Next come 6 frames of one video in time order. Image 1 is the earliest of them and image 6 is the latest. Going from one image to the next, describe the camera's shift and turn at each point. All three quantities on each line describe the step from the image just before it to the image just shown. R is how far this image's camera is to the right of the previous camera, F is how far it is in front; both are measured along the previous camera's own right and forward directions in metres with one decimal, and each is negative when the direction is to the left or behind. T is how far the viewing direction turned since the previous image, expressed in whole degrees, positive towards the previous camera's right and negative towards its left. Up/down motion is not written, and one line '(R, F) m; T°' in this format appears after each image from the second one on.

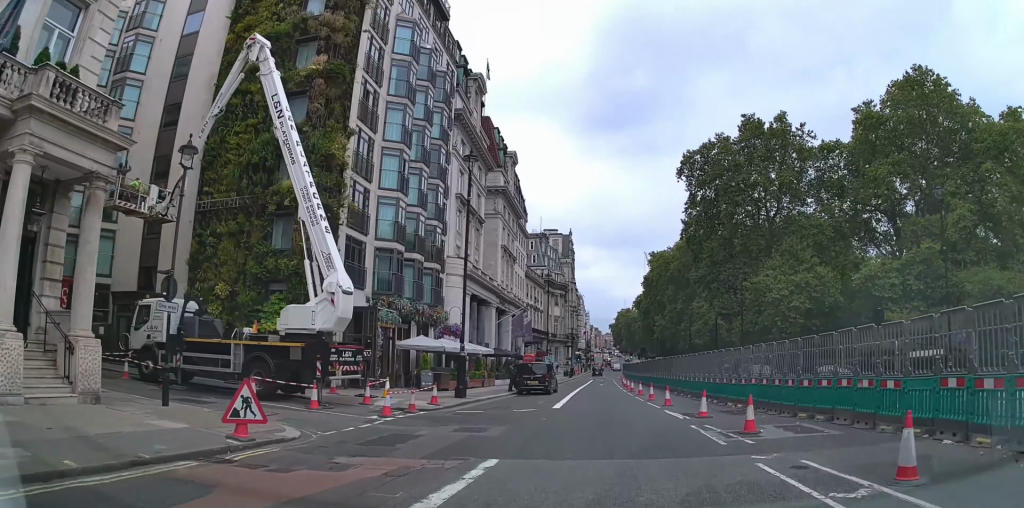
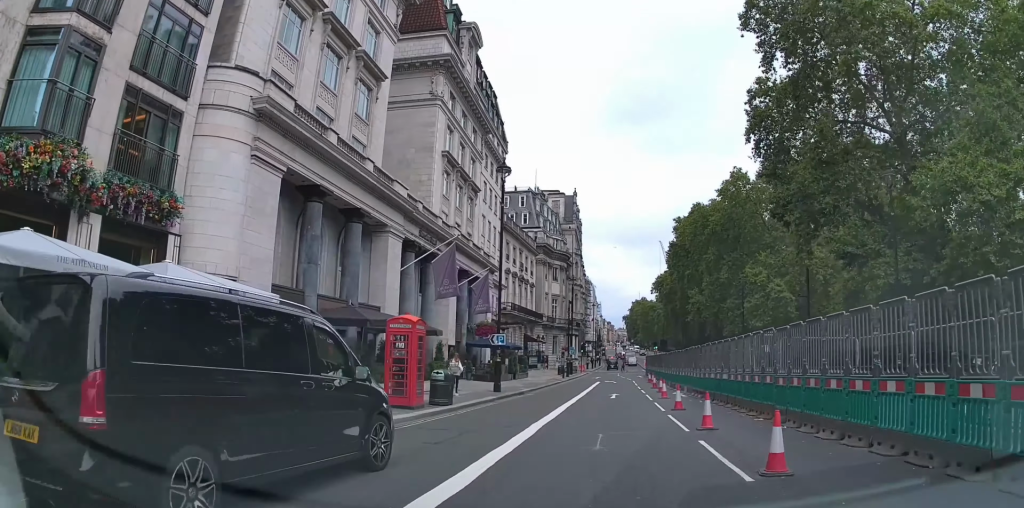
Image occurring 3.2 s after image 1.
(-0.4, +30.7) m; -1°
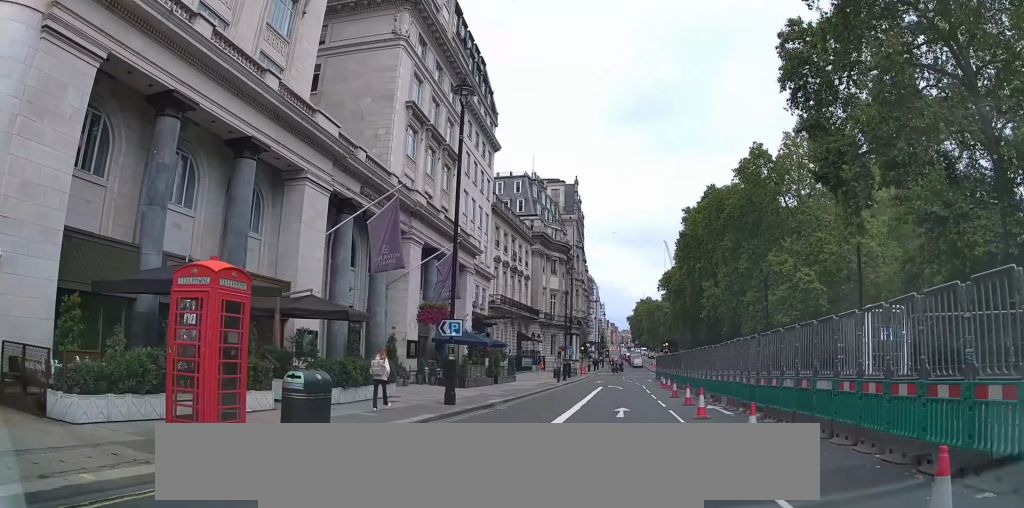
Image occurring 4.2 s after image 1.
(+0.1, +8.7) m; 0°
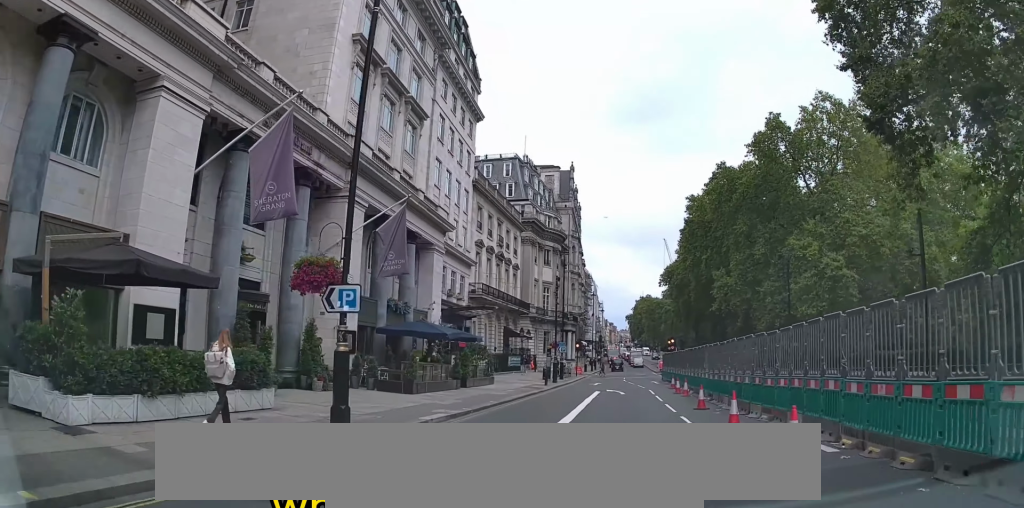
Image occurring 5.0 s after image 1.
(-0.2, +7.6) m; 0°
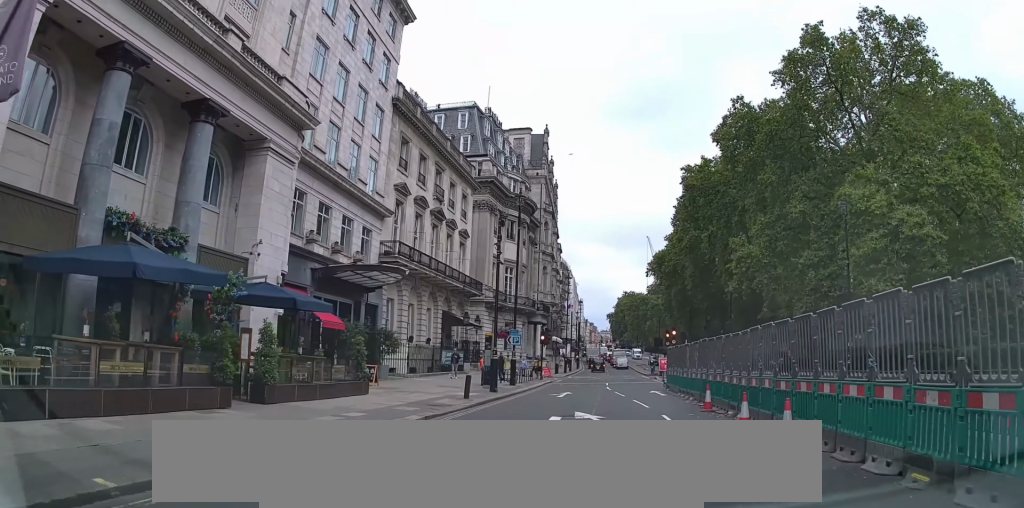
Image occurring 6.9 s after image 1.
(+1.0, +16.3) m; +3°
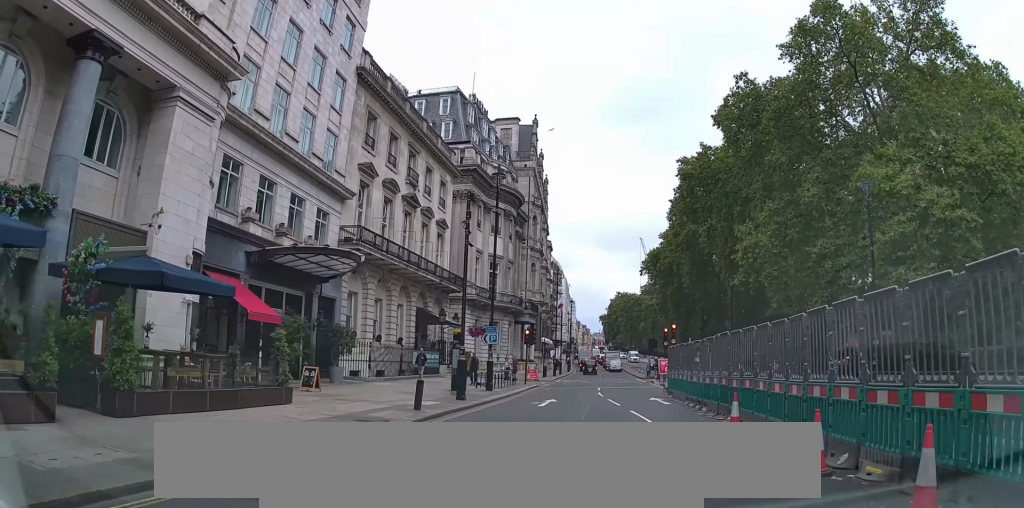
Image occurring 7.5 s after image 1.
(-0.3, +4.5) m; 0°
